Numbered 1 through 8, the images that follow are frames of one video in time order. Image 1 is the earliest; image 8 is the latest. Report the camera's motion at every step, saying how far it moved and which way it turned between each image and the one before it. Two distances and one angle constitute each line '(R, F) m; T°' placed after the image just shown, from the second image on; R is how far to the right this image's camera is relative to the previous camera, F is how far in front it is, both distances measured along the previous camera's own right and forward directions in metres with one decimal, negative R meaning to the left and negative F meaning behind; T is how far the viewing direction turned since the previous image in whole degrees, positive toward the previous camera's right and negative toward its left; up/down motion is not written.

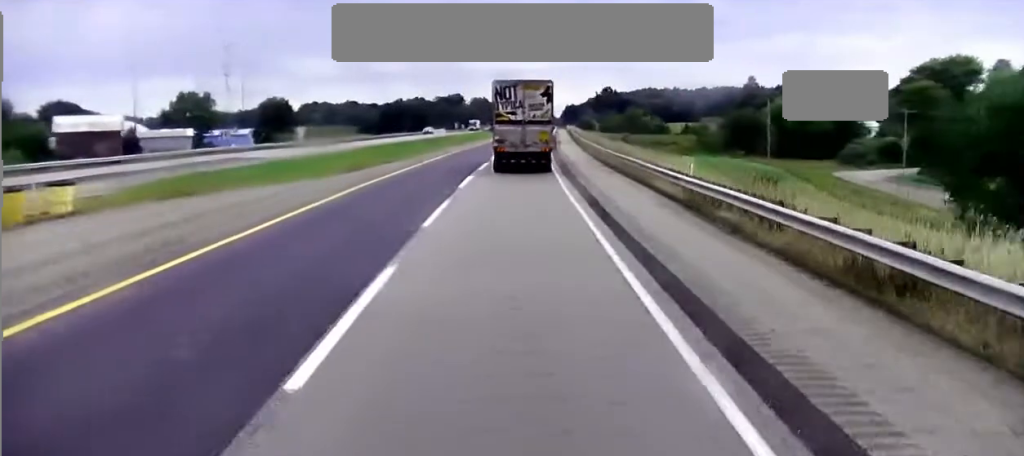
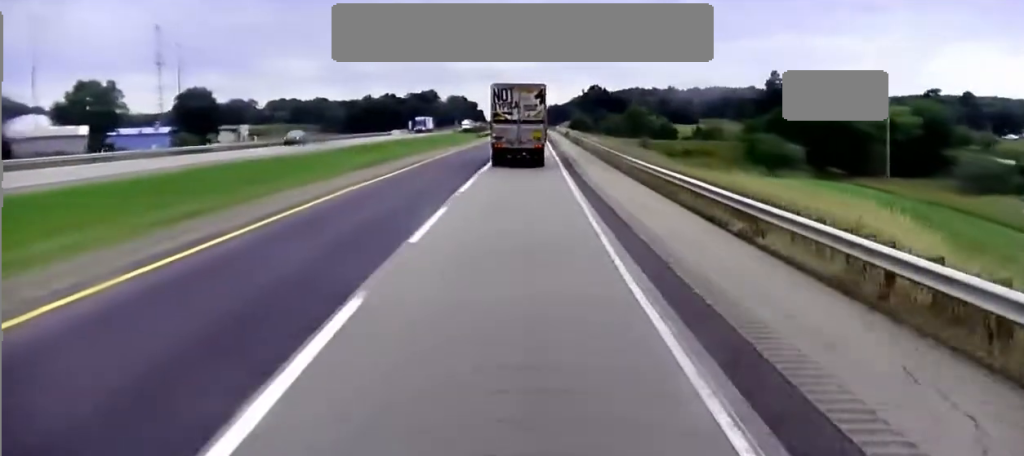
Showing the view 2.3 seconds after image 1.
(+0.6, +66.9) m; +1°
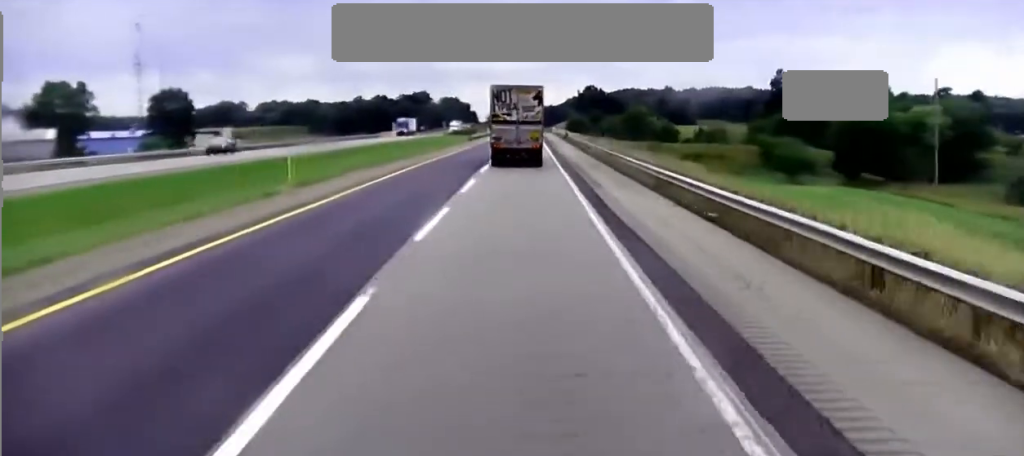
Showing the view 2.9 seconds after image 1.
(0.0, +14.0) m; 0°
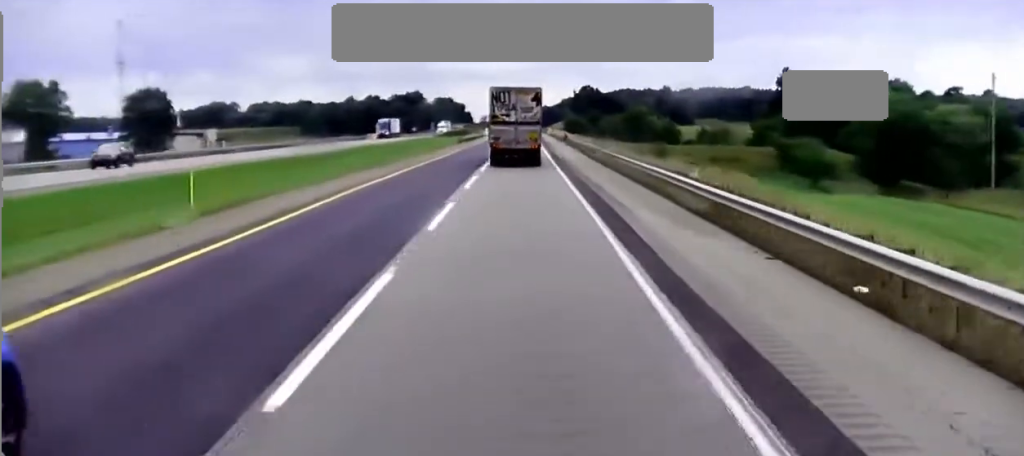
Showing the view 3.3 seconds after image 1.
(0.0, +11.3) m; 0°
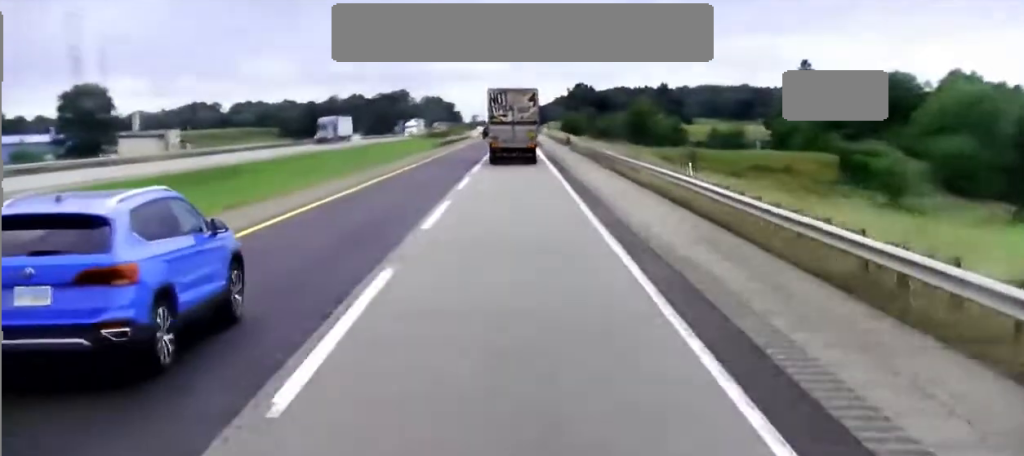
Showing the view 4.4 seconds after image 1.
(+0.1, +26.2) m; 0°
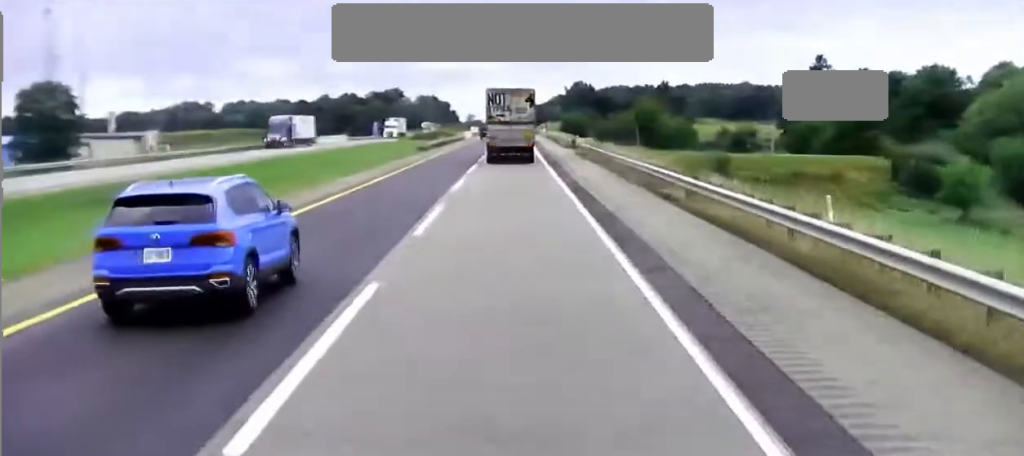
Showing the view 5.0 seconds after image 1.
(0.0, +14.5) m; 0°
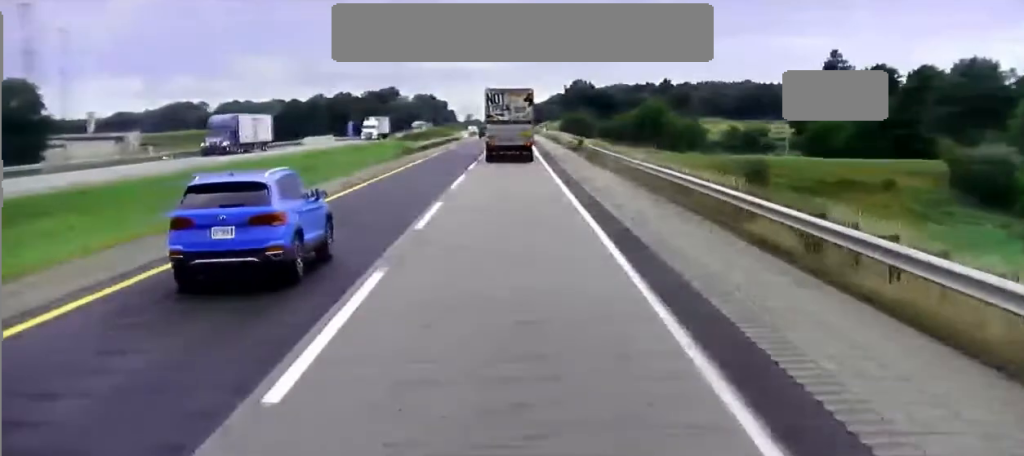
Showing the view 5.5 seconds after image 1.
(+0.1, +13.2) m; 0°
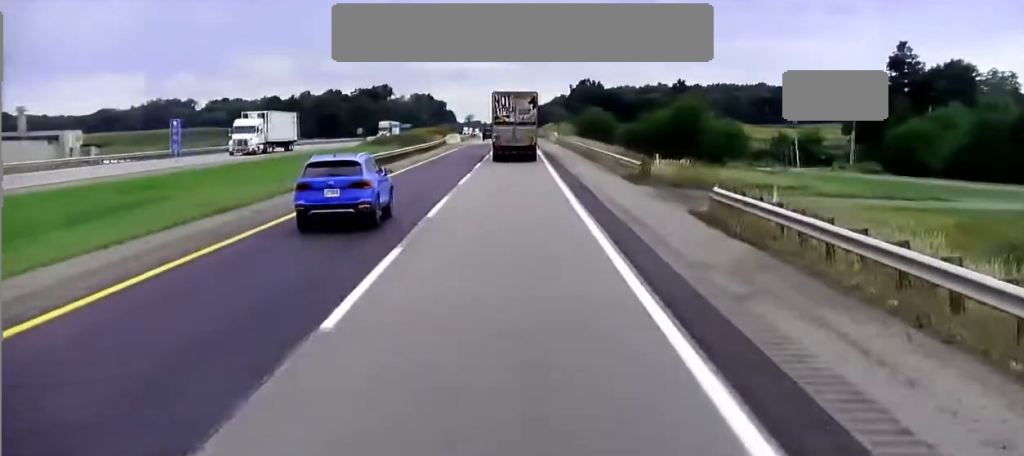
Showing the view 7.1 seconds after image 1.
(+0.1, +43.7) m; 0°
